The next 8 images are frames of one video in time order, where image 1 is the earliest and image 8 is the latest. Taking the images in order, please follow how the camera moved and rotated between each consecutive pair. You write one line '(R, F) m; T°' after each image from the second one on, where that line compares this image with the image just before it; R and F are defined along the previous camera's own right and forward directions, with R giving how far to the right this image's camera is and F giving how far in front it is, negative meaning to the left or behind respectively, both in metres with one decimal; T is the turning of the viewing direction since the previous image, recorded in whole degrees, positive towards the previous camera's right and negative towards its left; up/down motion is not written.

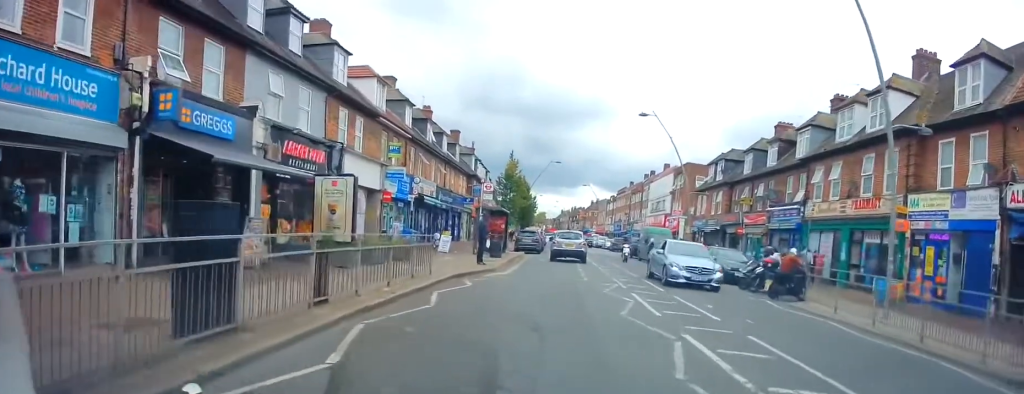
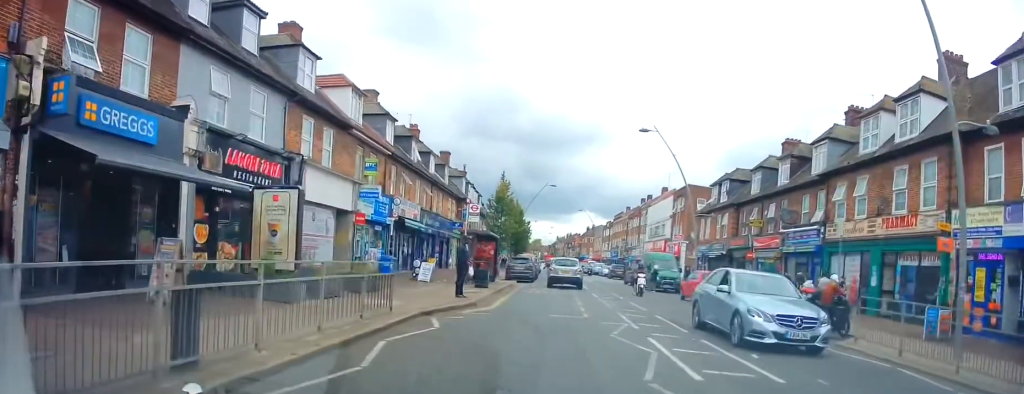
(0.0, +3.3) m; +1°
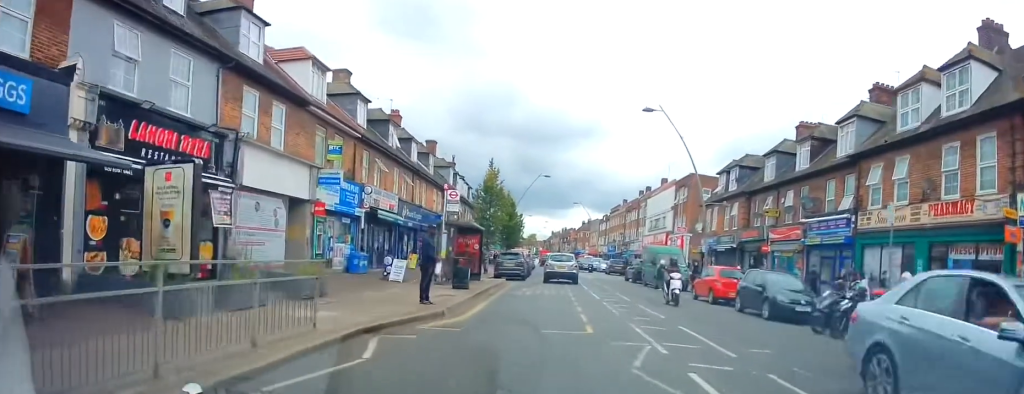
(+0.2, +3.7) m; +2°
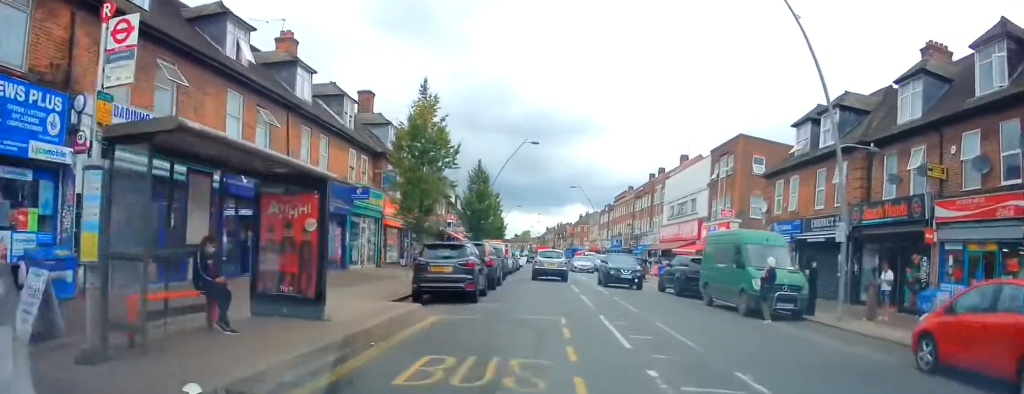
(-0.7, +17.3) m; -3°
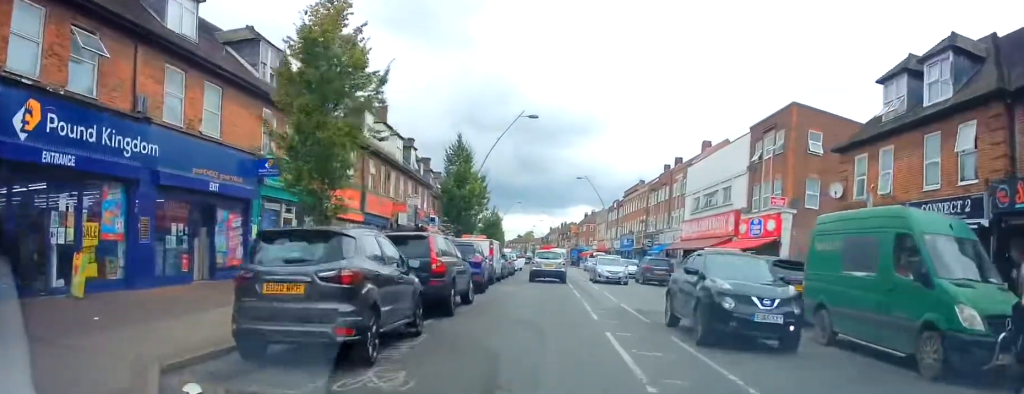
(+0.1, +9.1) m; +1°
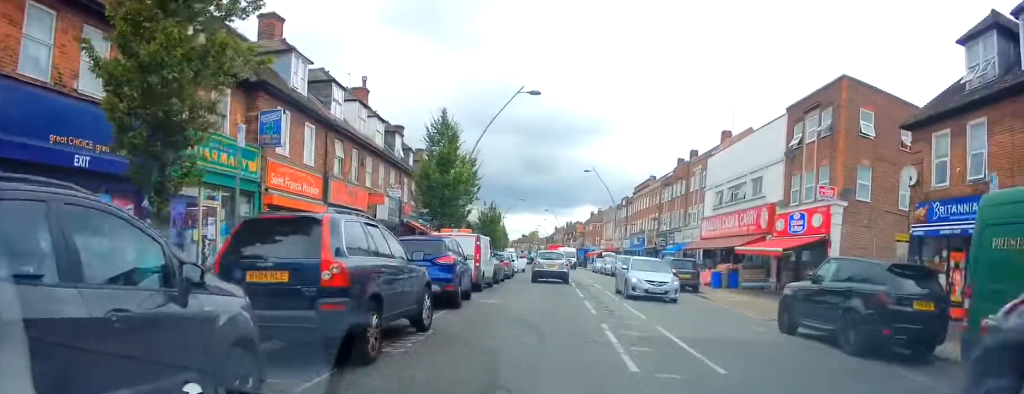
(+0.1, +5.5) m; 0°
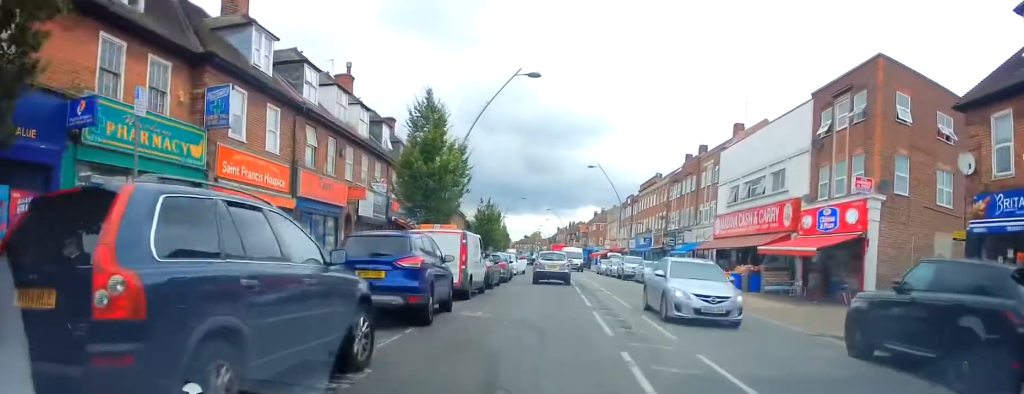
(0.0, +3.2) m; -1°
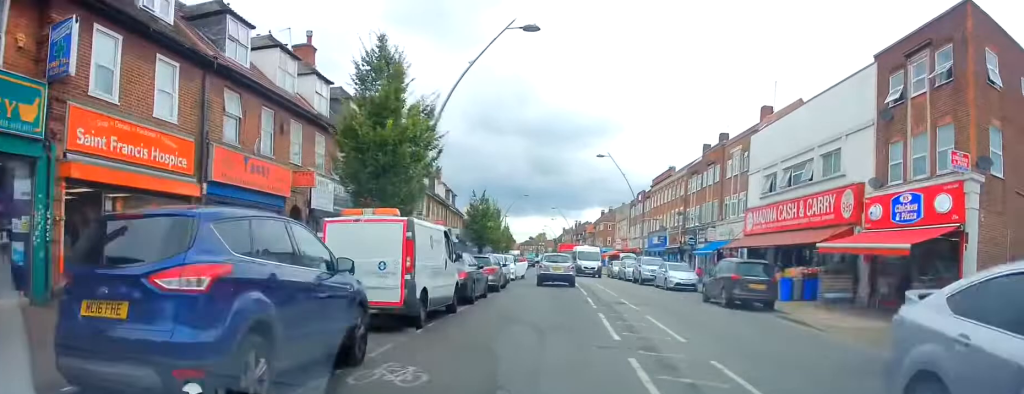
(-0.1, +6.4) m; -2°
